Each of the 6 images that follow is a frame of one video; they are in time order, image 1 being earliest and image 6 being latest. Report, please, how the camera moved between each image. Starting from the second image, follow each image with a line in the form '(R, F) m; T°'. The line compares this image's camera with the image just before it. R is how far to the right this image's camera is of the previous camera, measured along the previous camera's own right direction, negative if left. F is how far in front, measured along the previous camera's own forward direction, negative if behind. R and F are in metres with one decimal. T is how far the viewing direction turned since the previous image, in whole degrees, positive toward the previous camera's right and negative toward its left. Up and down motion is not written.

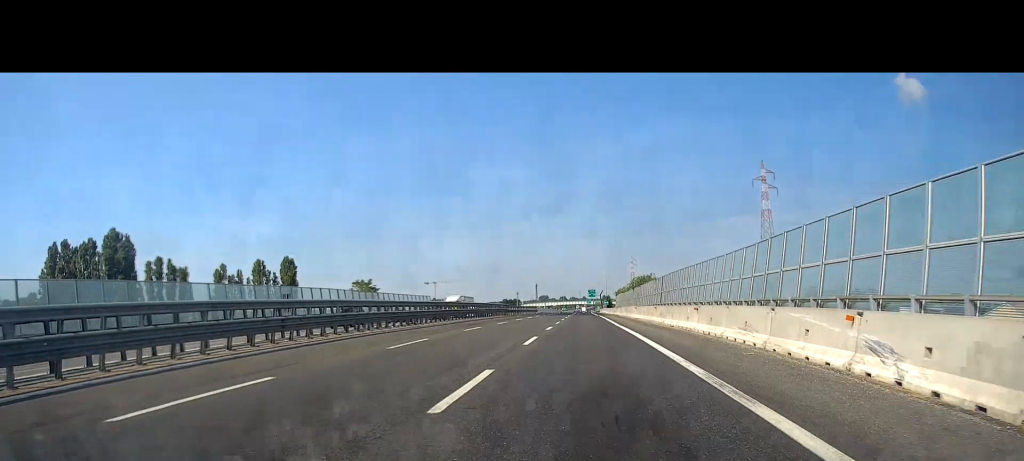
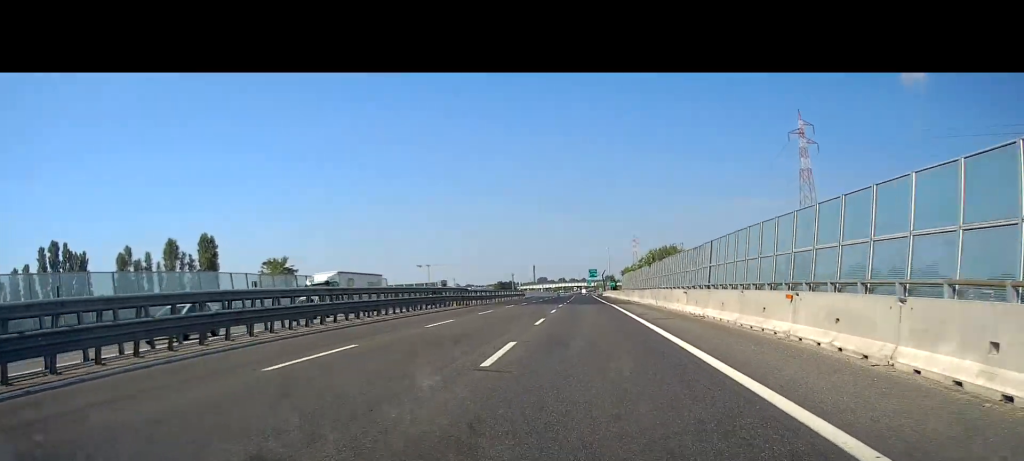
(0.0, +31.5) m; 0°
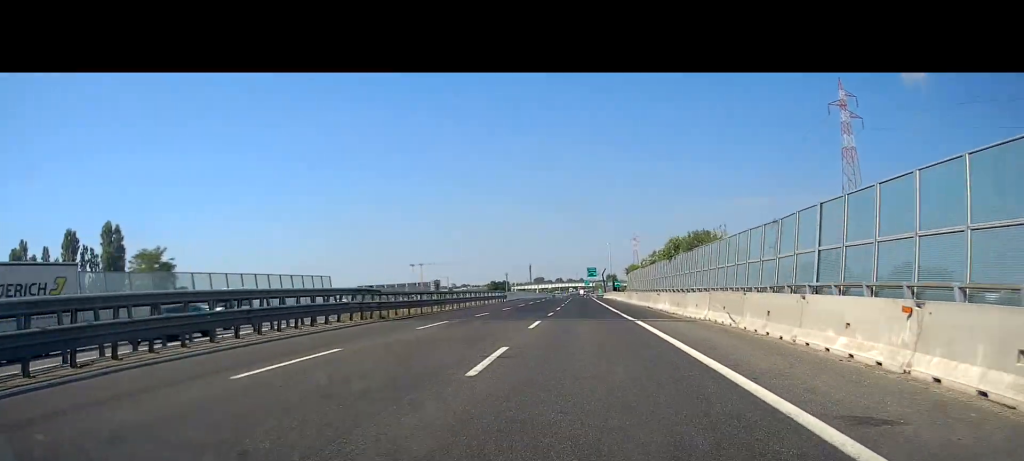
(0.0, +24.6) m; 0°
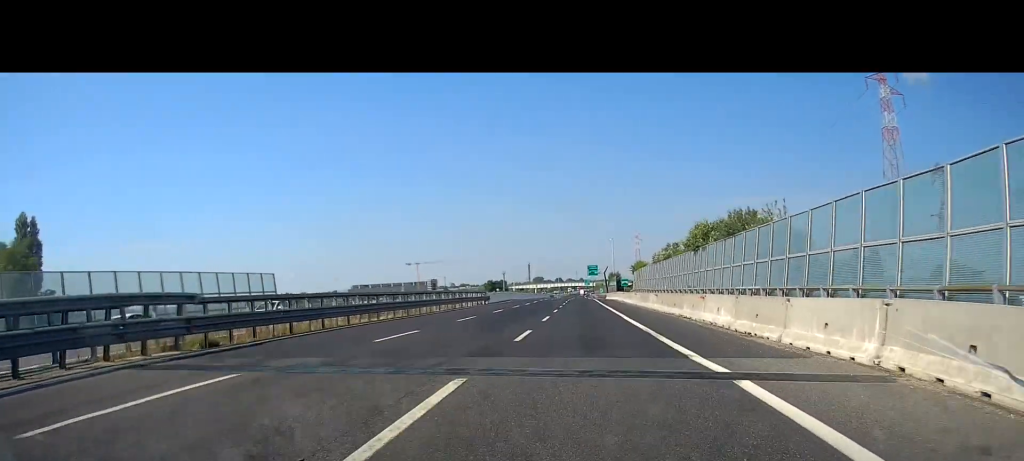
(0.0, +16.8) m; 0°
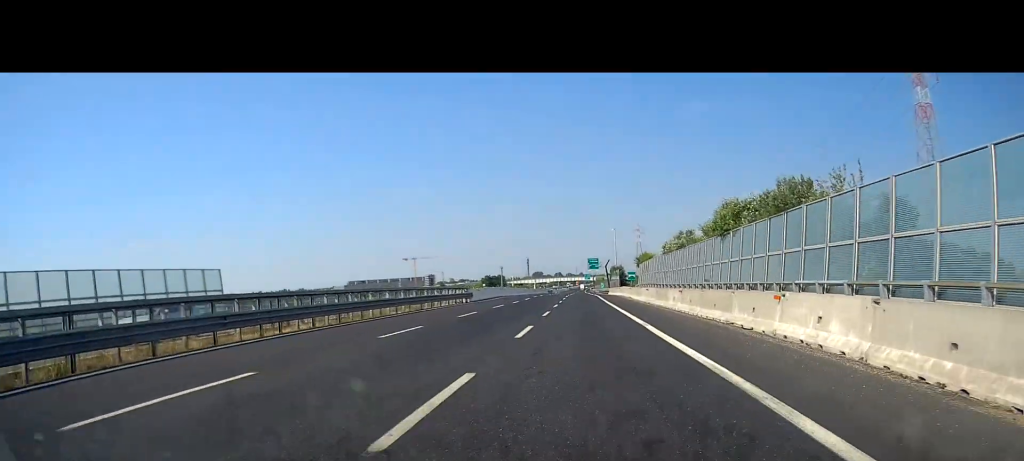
(0.0, +11.6) m; 0°
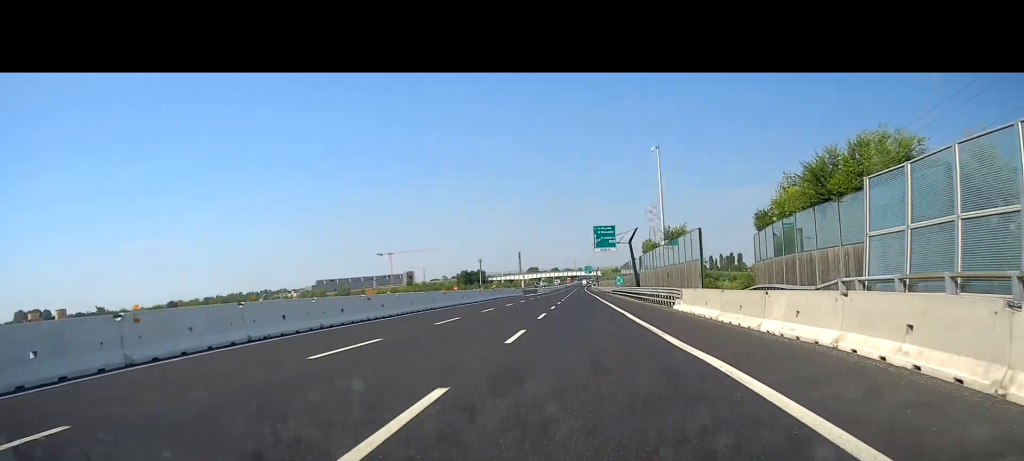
(+0.7, +89.2) m; 0°
